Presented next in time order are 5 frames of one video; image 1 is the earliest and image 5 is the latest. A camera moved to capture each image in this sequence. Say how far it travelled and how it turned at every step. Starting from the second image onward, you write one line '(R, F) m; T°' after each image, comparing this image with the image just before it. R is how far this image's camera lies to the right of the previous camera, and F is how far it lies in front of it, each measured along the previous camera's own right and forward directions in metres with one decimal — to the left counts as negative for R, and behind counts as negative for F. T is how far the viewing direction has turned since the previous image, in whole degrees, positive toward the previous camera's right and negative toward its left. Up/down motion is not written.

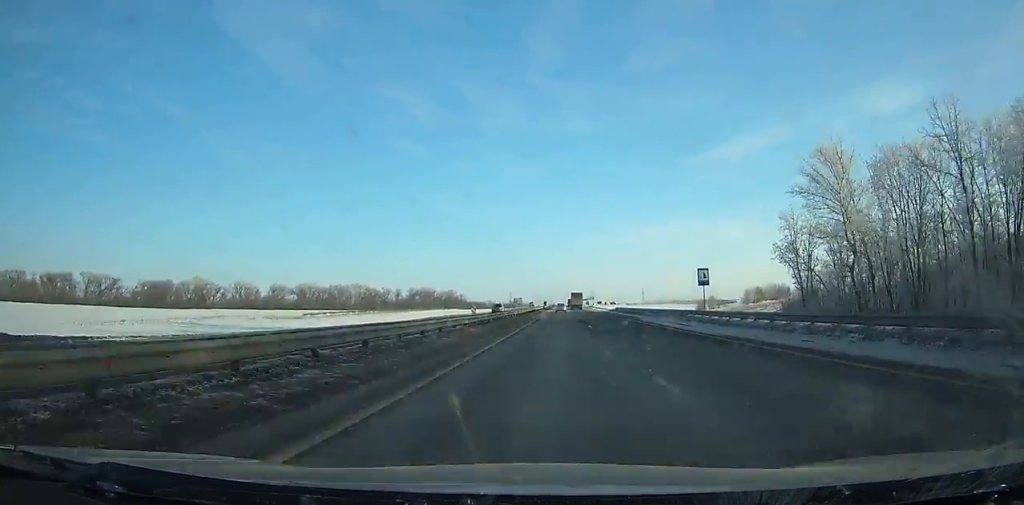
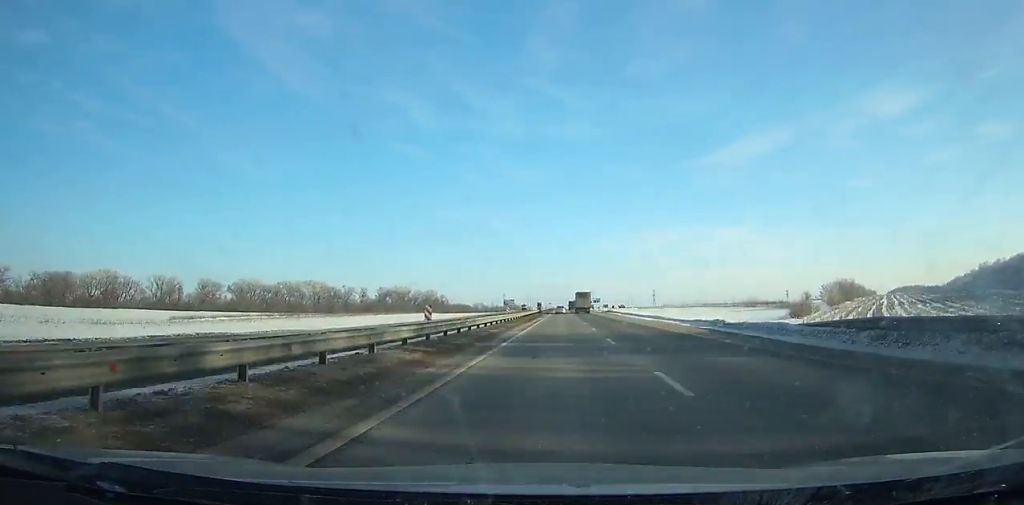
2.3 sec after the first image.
(-0.2, +70.7) m; 0°
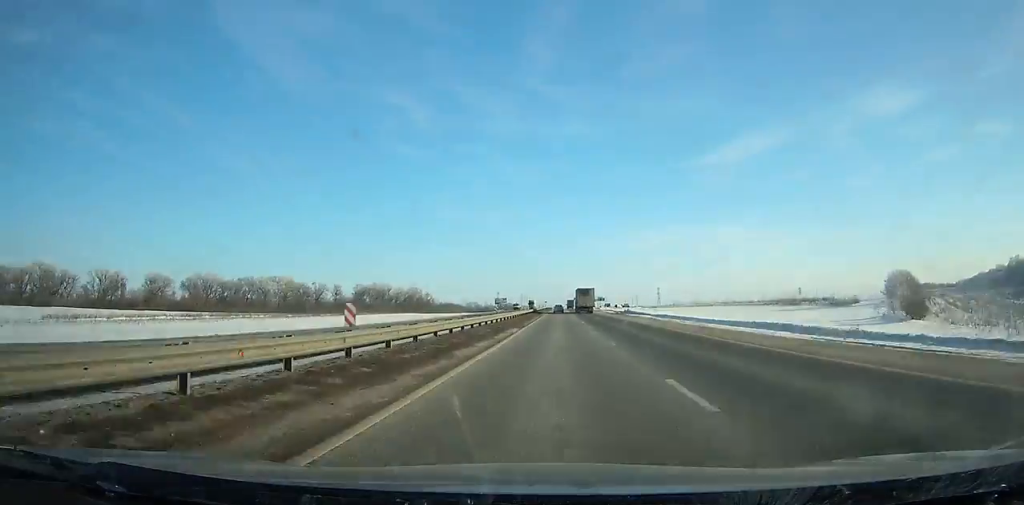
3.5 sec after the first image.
(0.0, +37.0) m; 0°
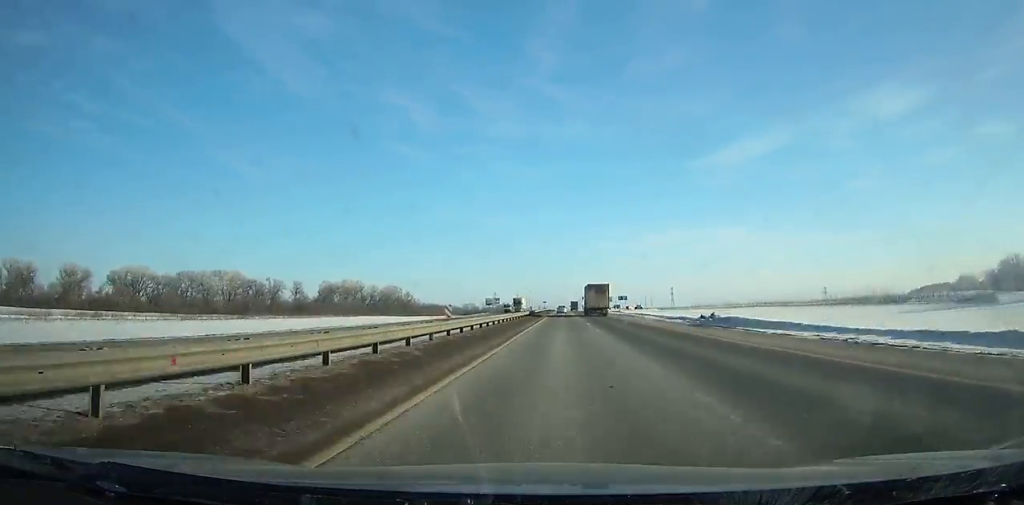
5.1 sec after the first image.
(0.0, +49.1) m; 0°
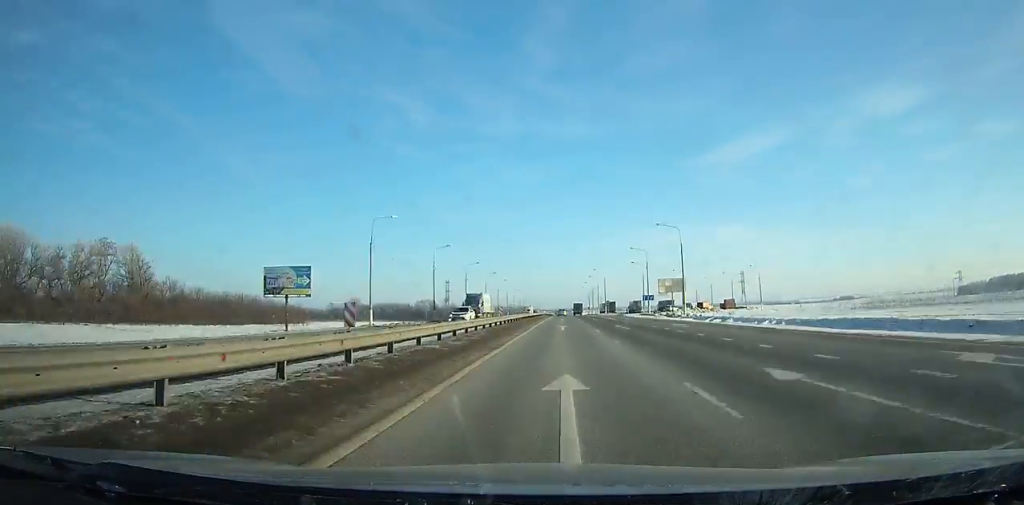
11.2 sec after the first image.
(-0.1, +188.7) m; 0°
